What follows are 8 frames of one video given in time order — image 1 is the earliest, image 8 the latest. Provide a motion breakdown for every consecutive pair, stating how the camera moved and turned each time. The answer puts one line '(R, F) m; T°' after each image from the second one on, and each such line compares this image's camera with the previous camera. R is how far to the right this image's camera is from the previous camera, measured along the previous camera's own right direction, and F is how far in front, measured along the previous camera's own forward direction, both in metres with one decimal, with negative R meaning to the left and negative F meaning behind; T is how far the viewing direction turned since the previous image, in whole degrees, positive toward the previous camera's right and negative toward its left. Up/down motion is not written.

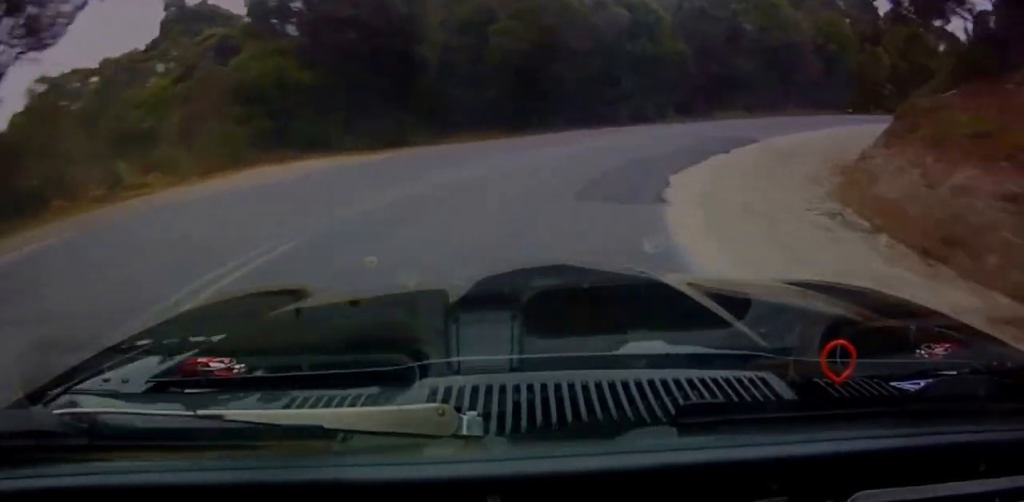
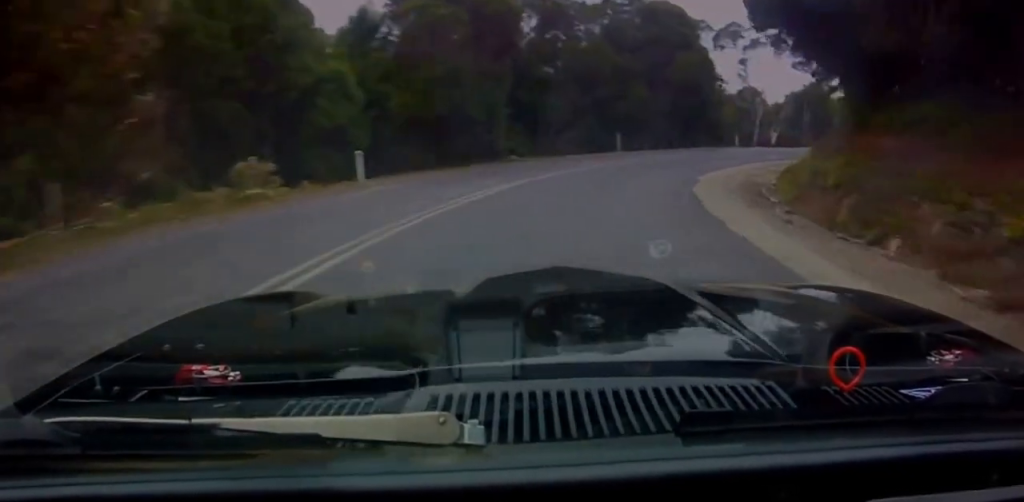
(+16.8, +57.0) m; +31°
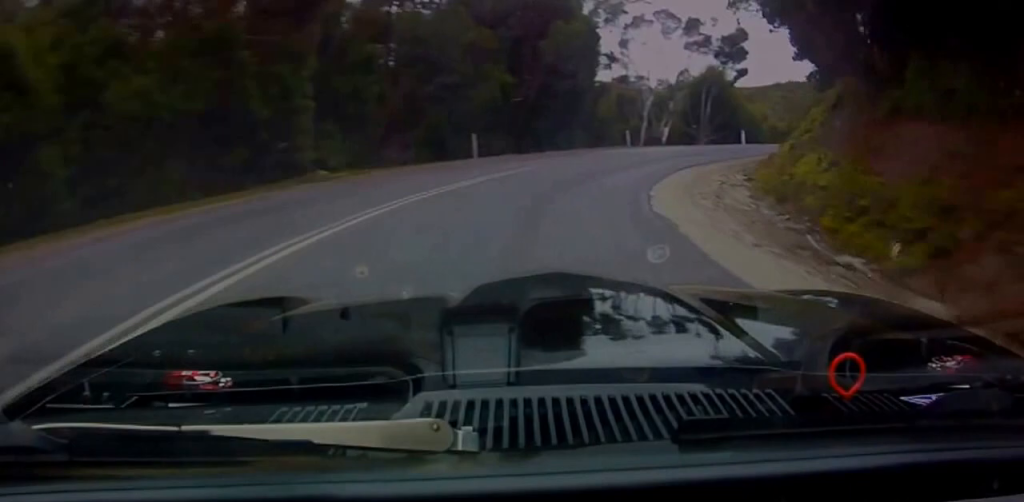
(-2.4, +13.1) m; +22°
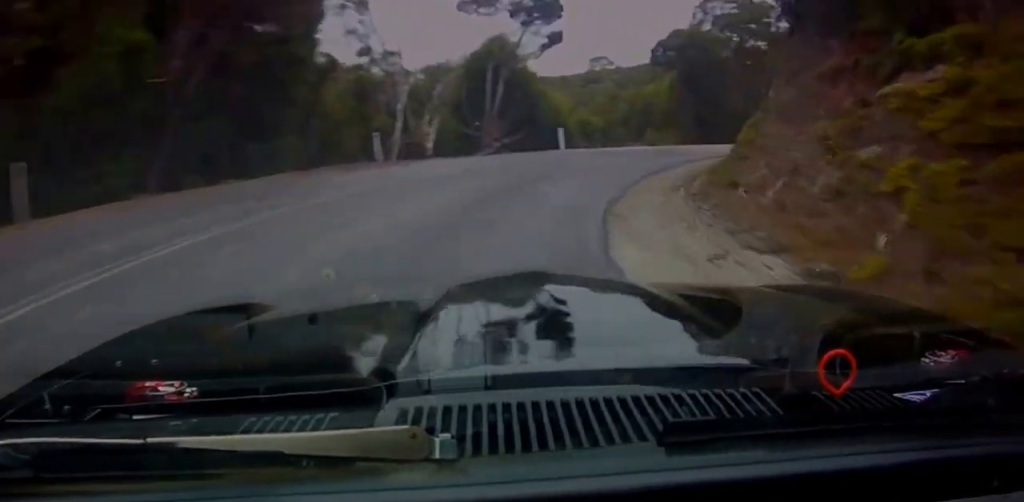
(+8.4, +12.1) m; +34°
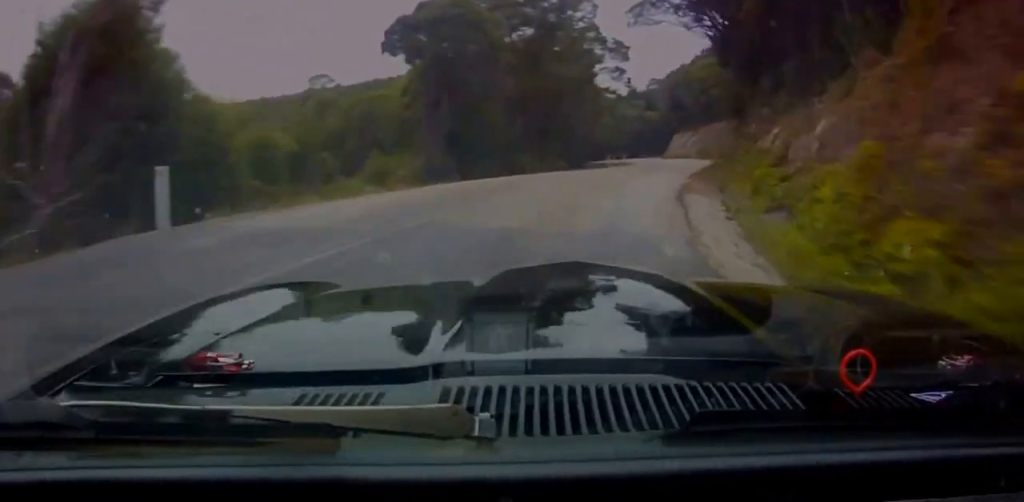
(+5.1, +18.9) m; +17°
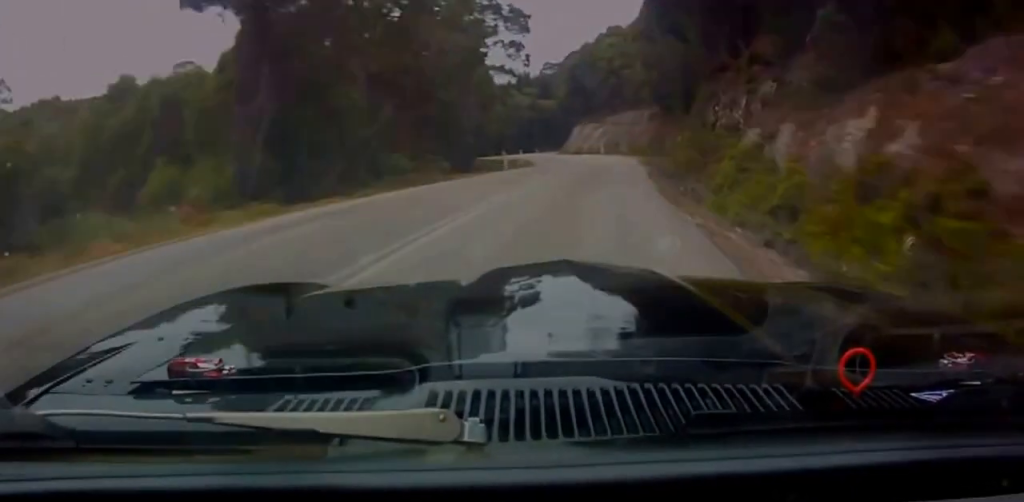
(-0.1, +9.3) m; +2°
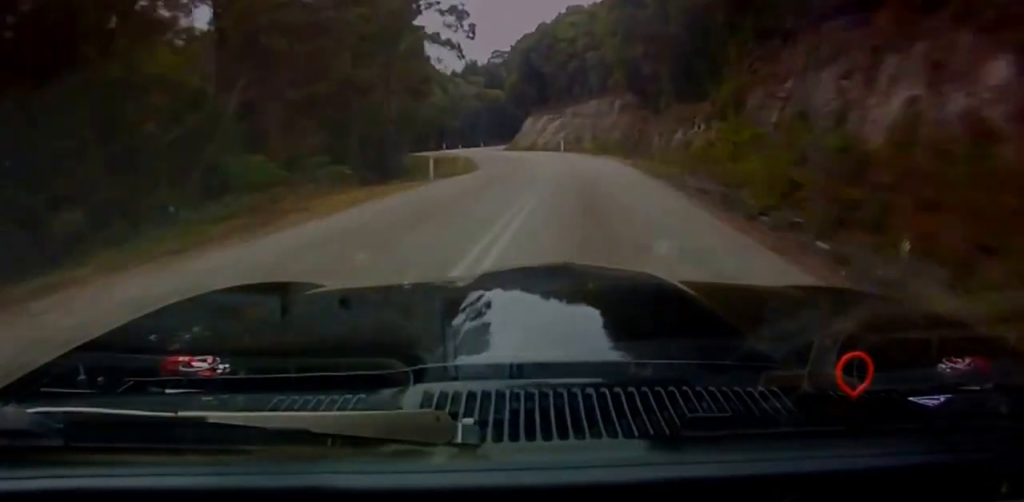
(+0.3, +12.4) m; +8°
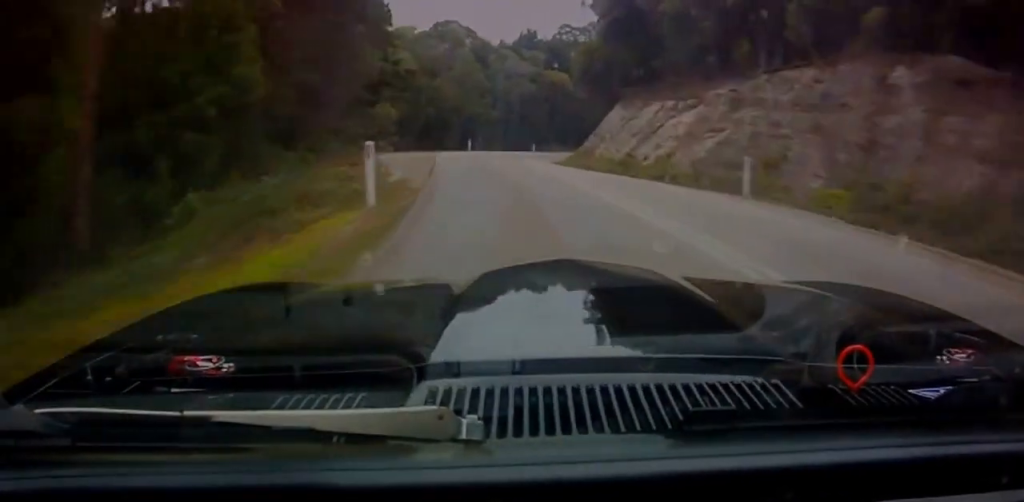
(+7.0, +40.7) m; +14°
